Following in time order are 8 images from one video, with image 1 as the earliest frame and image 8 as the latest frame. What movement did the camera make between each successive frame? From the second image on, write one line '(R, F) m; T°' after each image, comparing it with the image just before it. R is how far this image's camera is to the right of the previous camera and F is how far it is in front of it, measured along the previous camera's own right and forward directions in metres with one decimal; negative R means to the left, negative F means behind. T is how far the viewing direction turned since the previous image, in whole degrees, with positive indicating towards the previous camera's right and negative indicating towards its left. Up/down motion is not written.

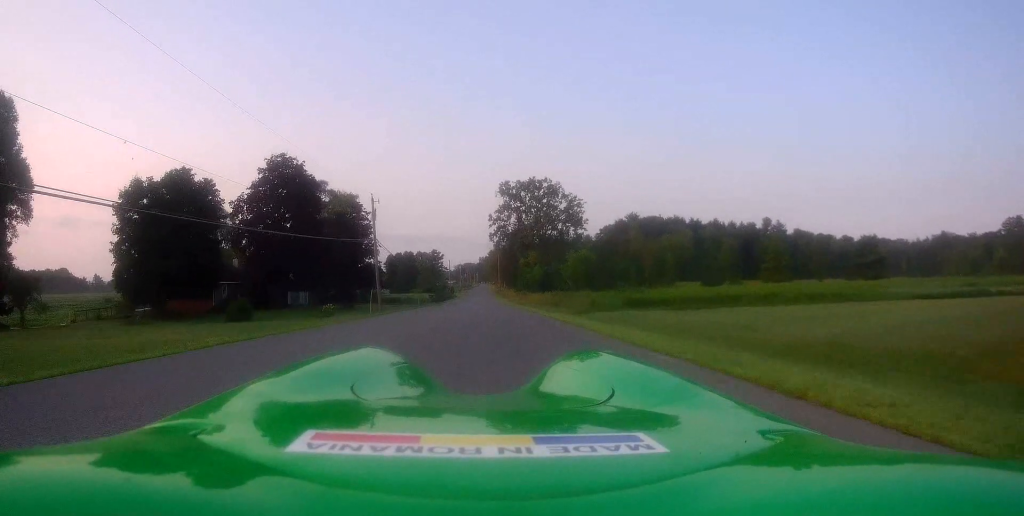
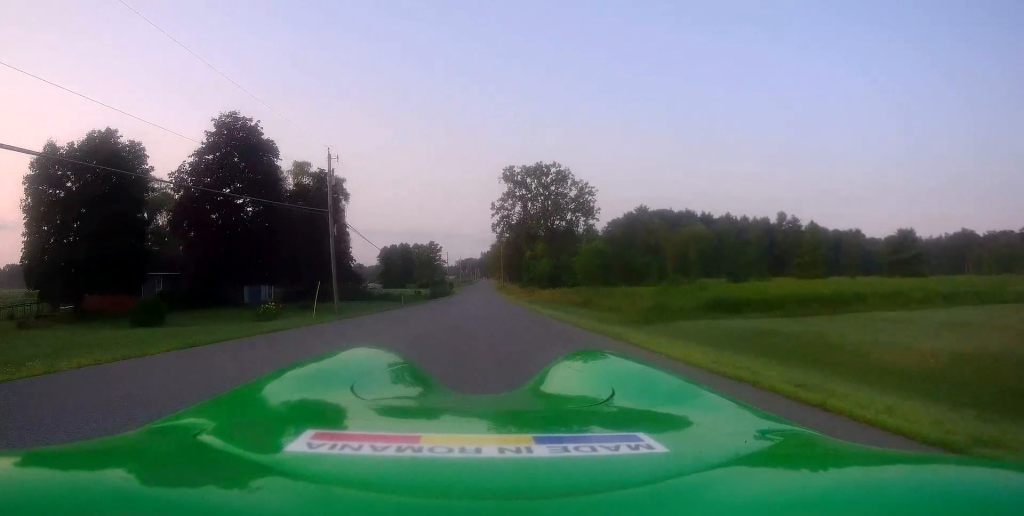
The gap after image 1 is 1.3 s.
(-0.1, +14.0) m; -1°
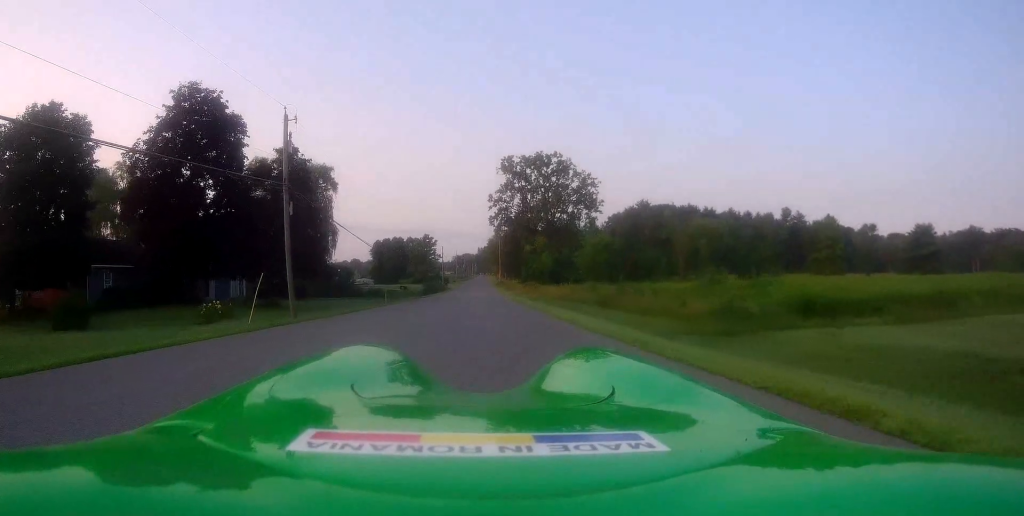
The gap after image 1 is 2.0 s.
(-0.3, +7.4) m; +1°
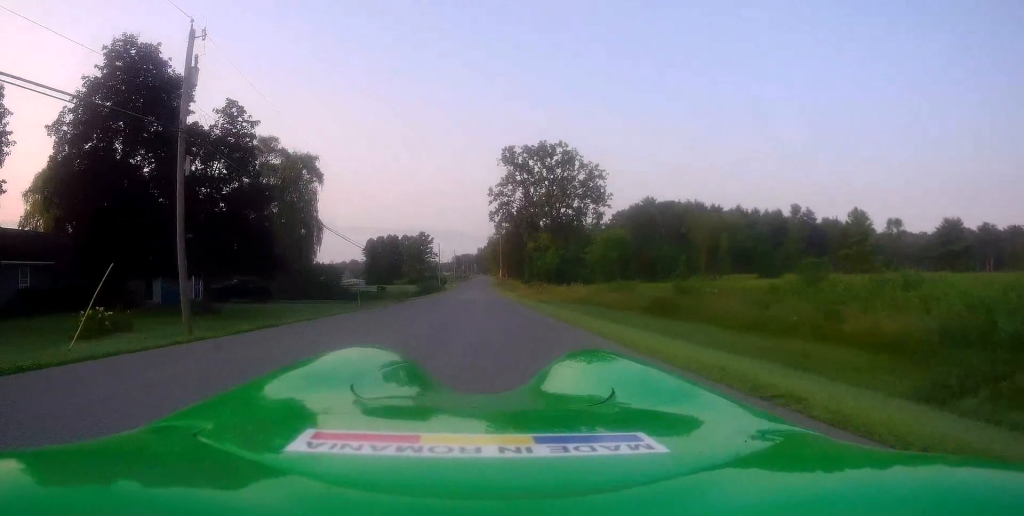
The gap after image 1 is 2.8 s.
(+0.7, +9.7) m; +2°
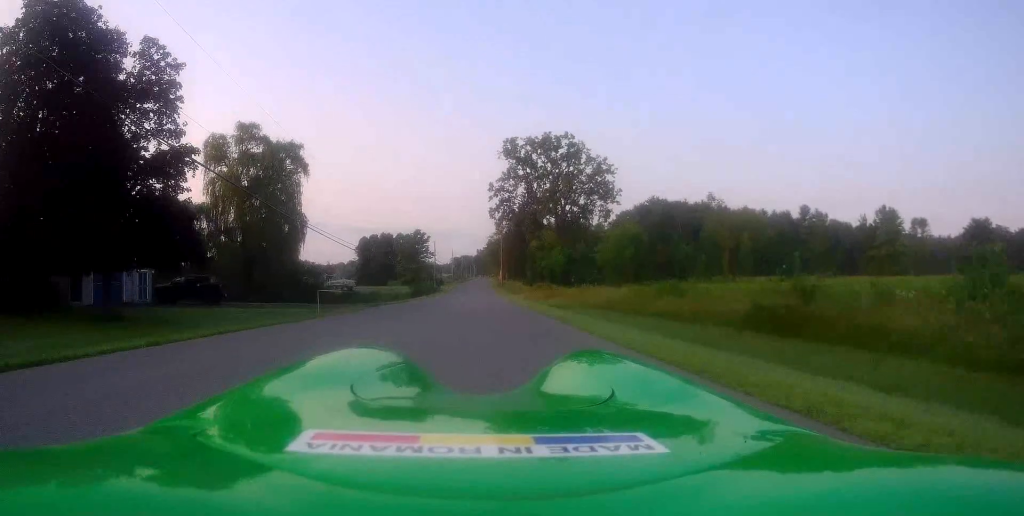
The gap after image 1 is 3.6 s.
(-0.1, +8.4) m; -1°
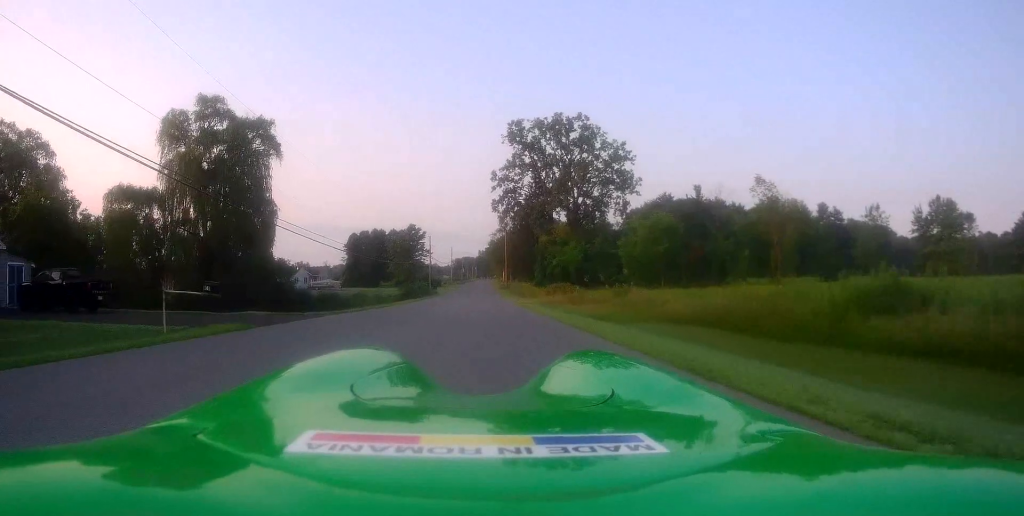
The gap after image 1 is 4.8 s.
(-0.2, +13.7) m; -2°
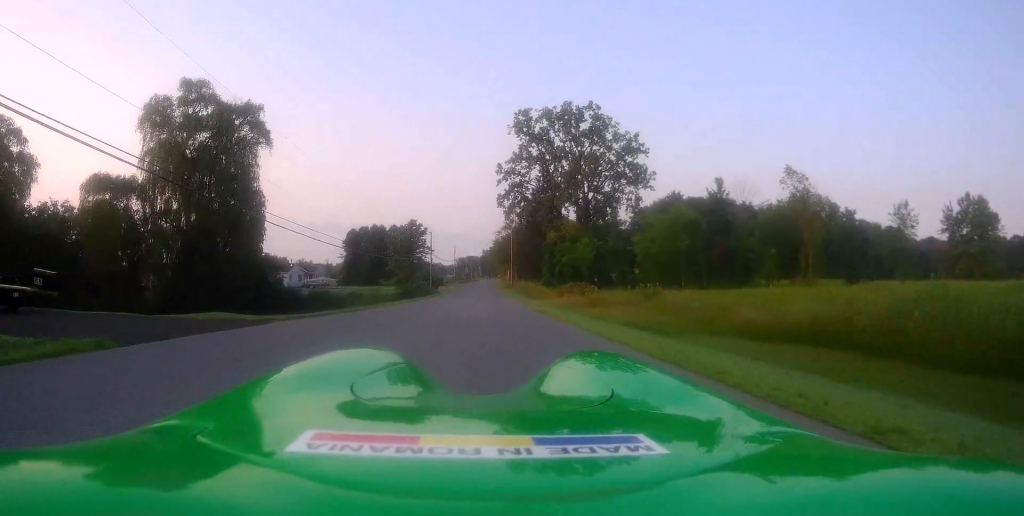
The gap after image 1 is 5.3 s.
(-0.1, +5.7) m; 0°
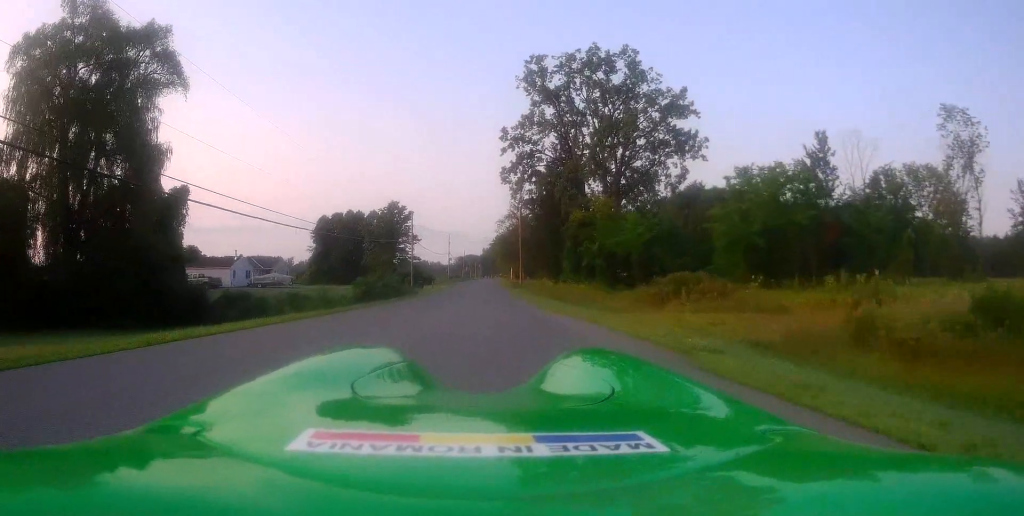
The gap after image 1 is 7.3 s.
(+0.8, +22.8) m; +3°
